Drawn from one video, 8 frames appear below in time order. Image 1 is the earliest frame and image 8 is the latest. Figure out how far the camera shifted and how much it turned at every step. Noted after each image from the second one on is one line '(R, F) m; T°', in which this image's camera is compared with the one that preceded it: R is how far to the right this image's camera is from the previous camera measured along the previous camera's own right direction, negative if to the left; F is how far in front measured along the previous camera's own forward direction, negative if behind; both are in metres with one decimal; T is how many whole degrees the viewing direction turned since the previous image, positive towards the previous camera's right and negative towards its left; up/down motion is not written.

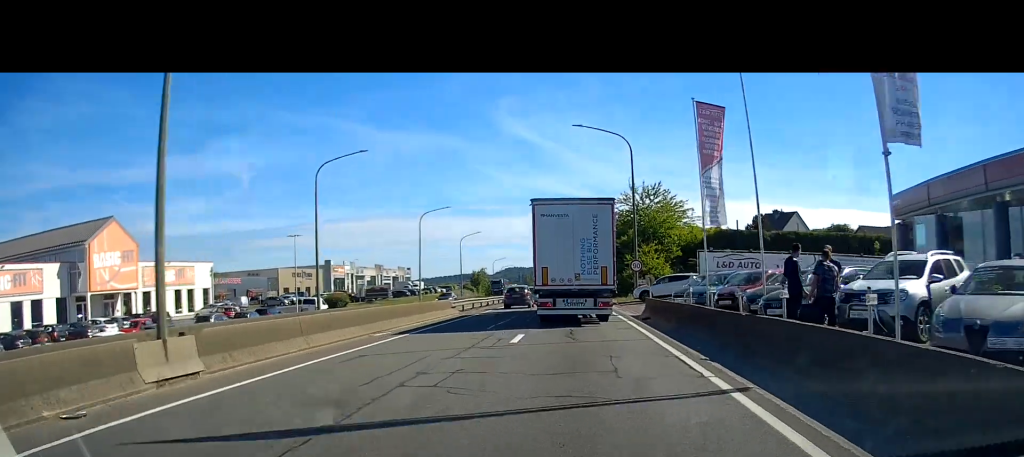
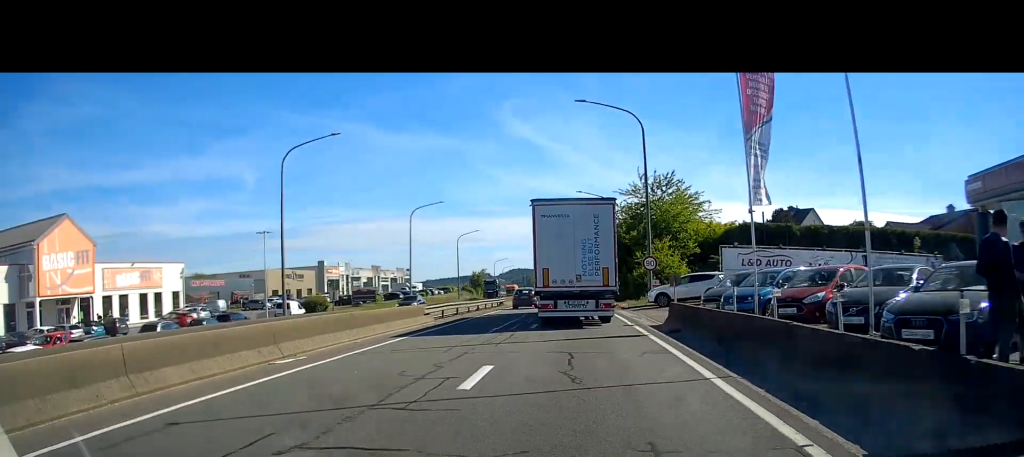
(0.0, +6.7) m; 0°
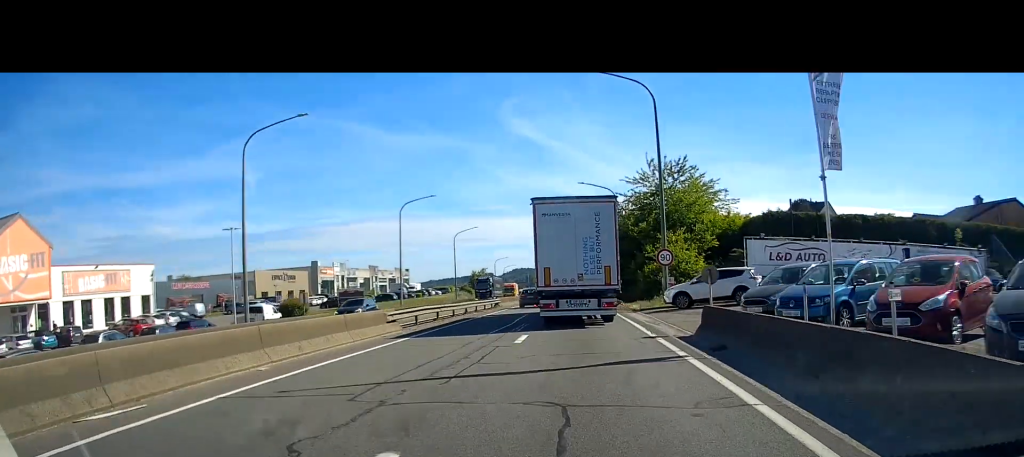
(-0.1, +5.8) m; 0°
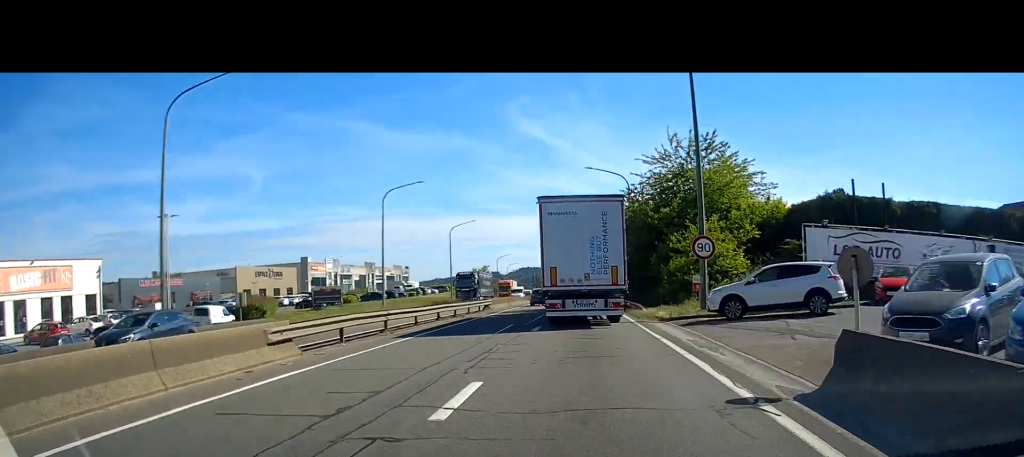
(0.0, +8.9) m; 0°
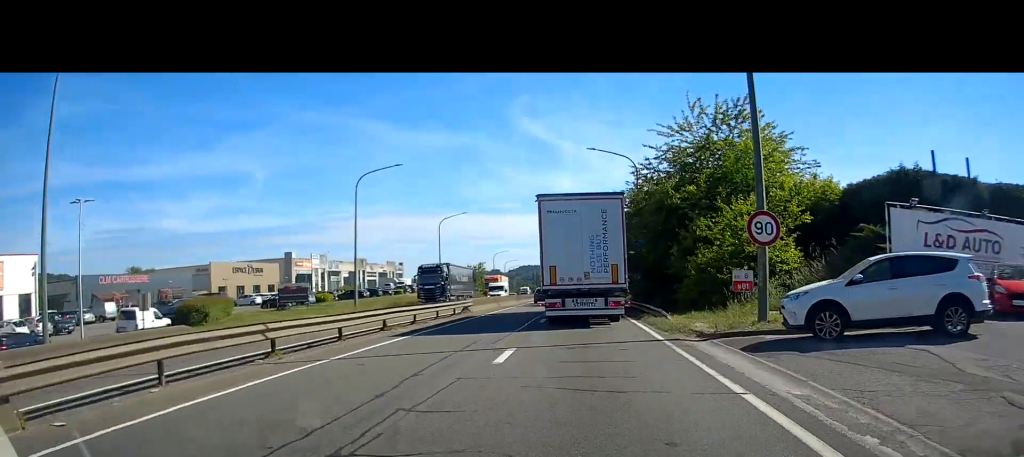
(0.0, +8.0) m; 0°
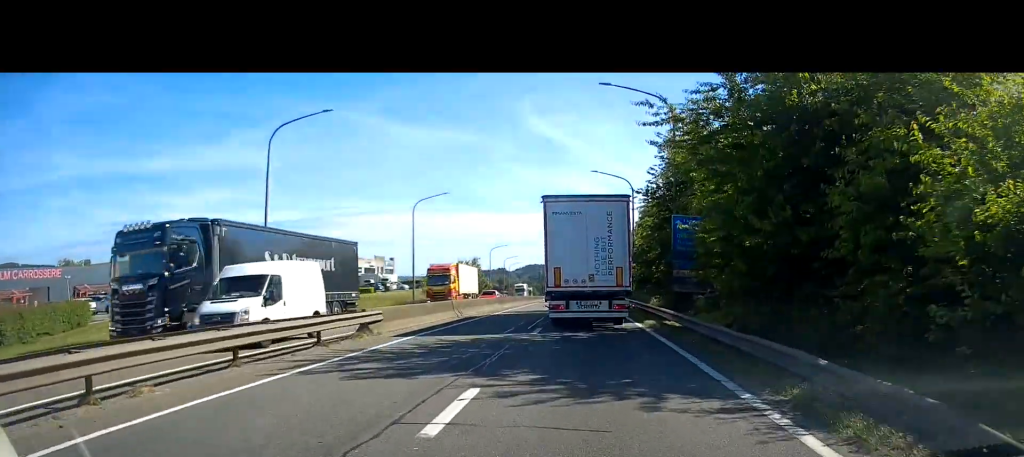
(+0.1, +17.9) m; 0°
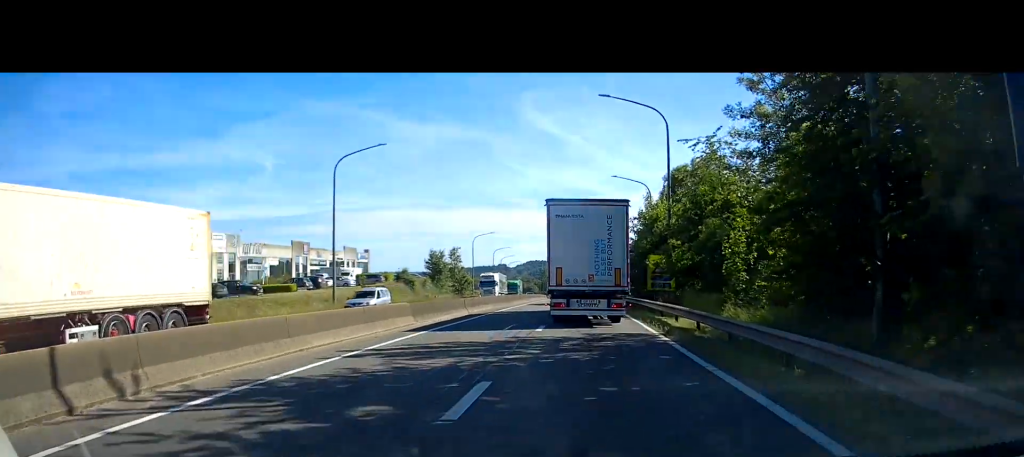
(0.0, +25.6) m; 0°
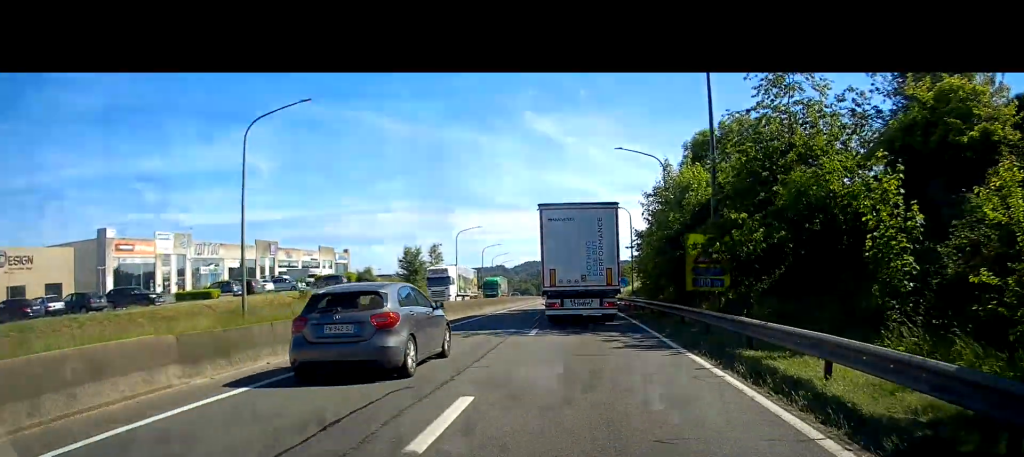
(0.0, +14.6) m; 0°
